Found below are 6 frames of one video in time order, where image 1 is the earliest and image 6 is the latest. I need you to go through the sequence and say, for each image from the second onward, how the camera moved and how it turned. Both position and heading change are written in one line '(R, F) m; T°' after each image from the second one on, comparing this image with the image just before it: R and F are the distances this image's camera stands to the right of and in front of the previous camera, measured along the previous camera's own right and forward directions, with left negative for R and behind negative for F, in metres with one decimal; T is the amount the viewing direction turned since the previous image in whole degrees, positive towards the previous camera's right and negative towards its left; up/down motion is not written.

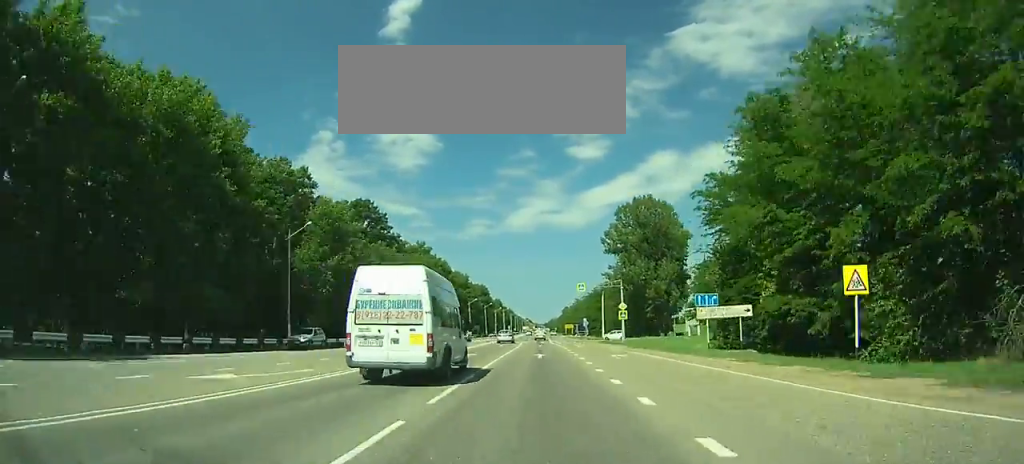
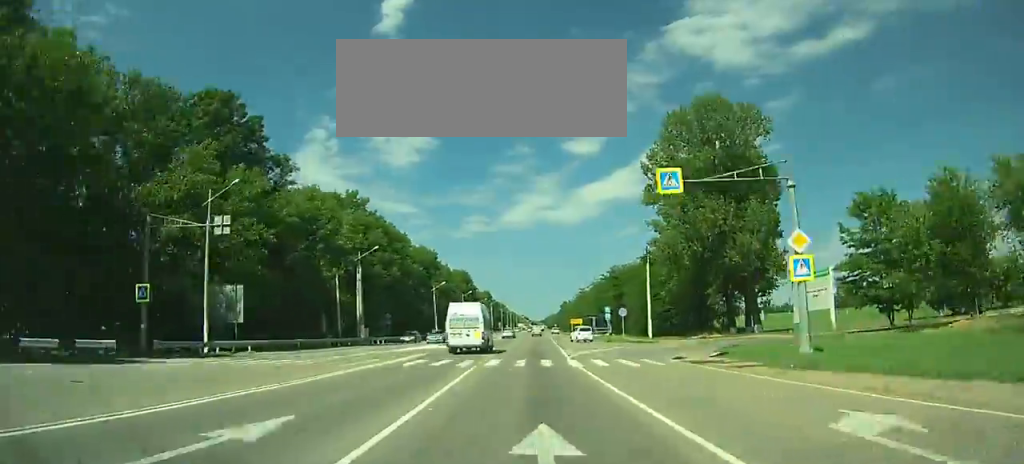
(-0.1, +49.5) m; 0°
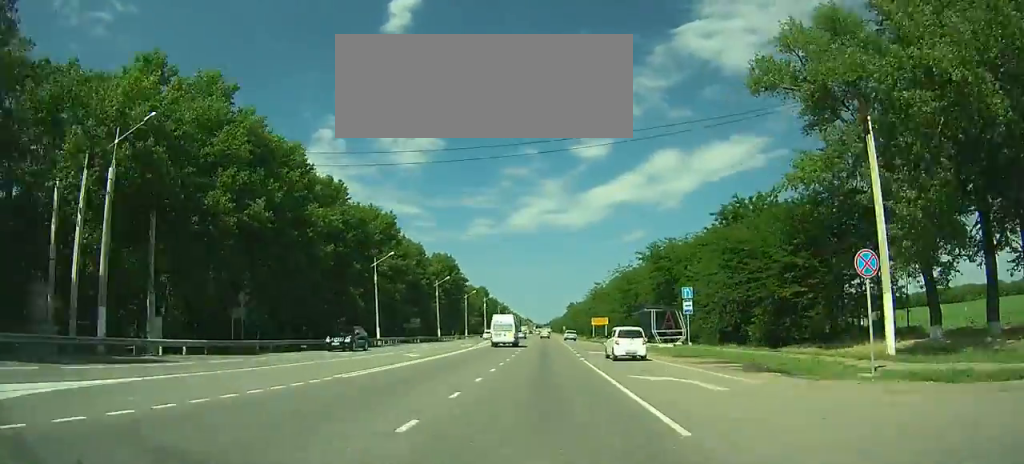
(+0.3, +41.3) m; 0°
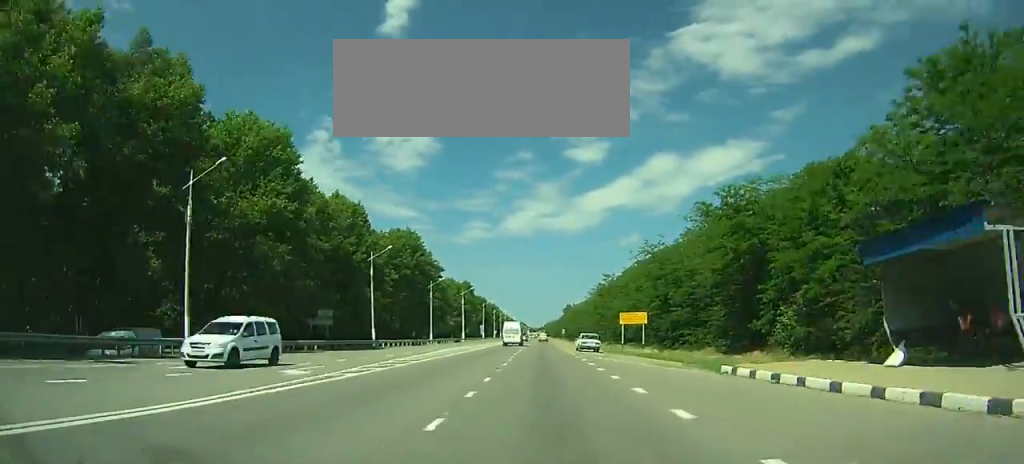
(0.0, +34.7) m; 0°
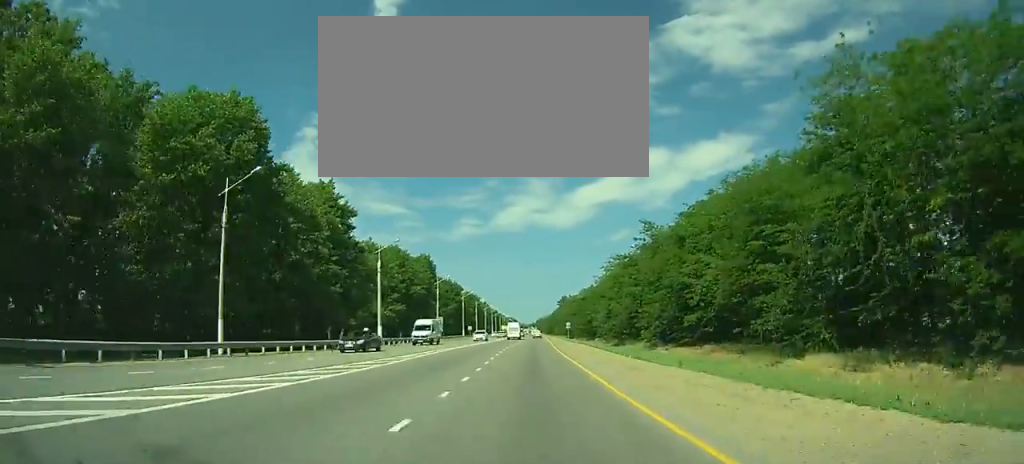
(0.0, +57.0) m; 0°
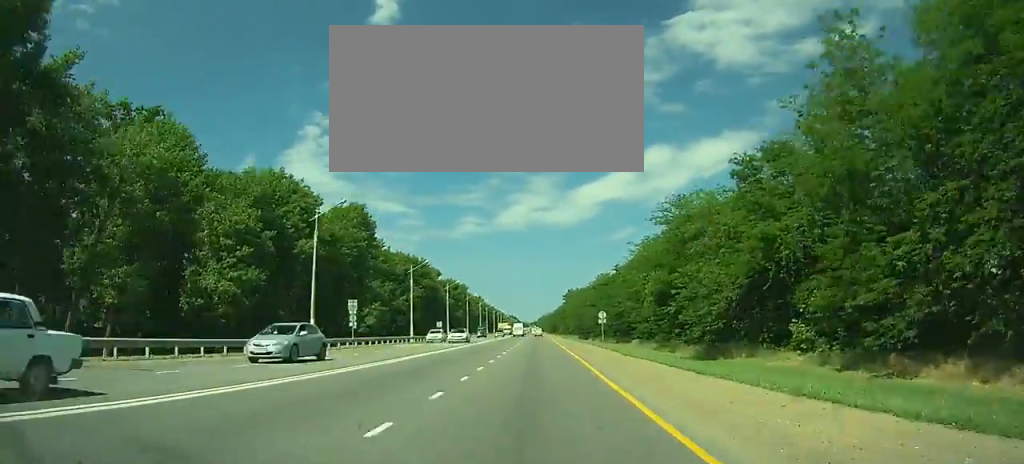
(+0.4, +52.0) m; +1°
